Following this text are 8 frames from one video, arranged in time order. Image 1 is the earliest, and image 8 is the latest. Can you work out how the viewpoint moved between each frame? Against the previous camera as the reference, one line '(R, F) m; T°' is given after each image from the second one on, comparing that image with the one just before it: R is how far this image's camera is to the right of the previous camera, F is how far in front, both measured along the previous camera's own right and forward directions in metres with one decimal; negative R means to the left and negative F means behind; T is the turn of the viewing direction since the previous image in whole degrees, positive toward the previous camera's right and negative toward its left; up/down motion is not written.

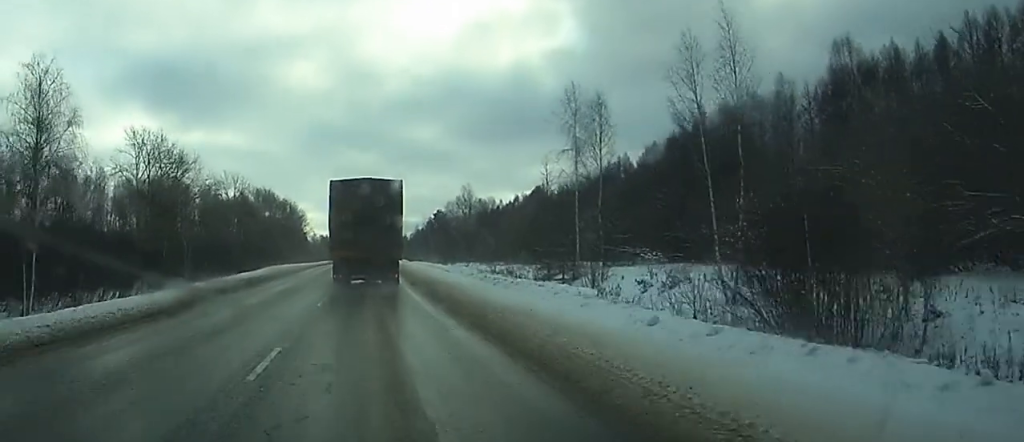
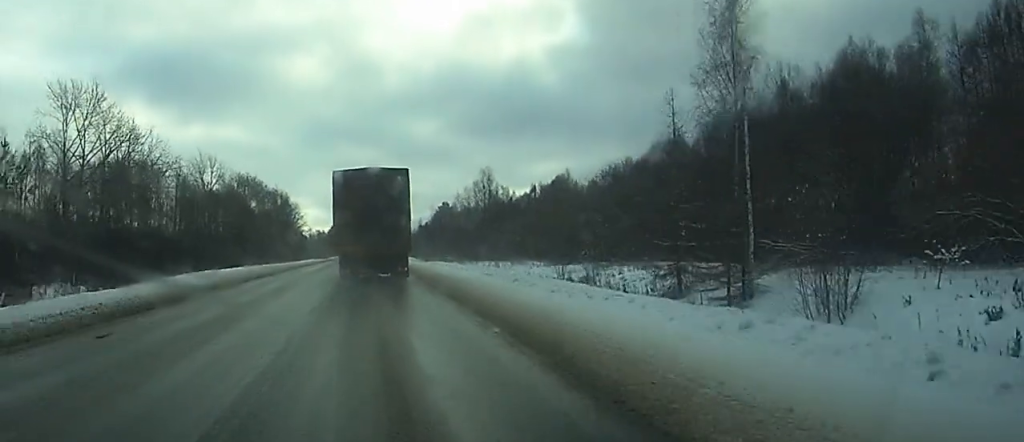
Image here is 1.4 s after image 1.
(0.0, +30.7) m; +1°
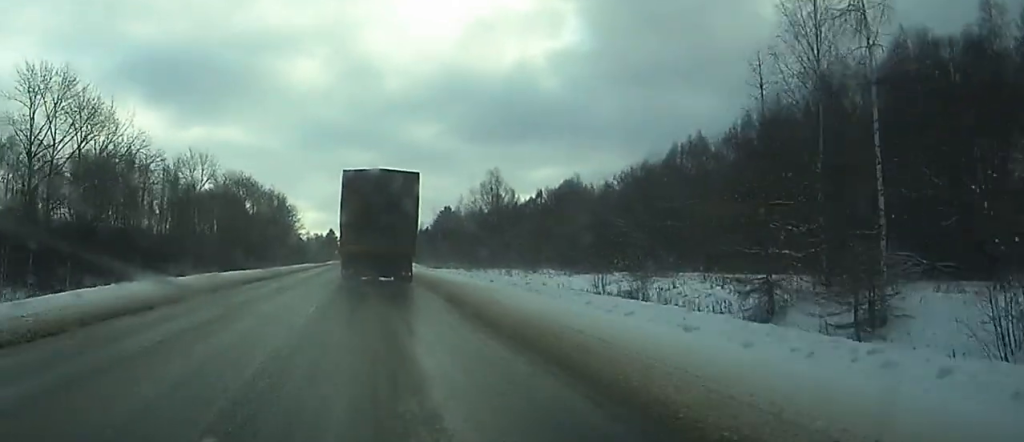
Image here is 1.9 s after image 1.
(0.0, +10.2) m; 0°
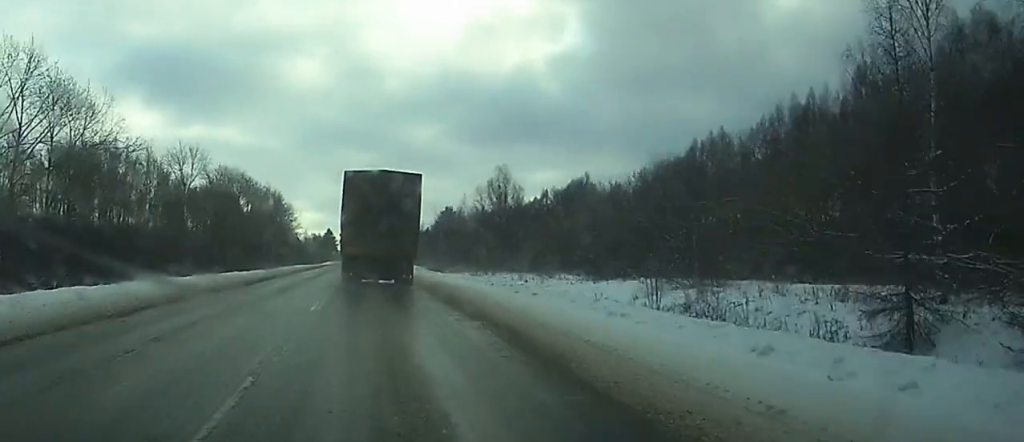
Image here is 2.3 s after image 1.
(0.0, +9.4) m; 0°
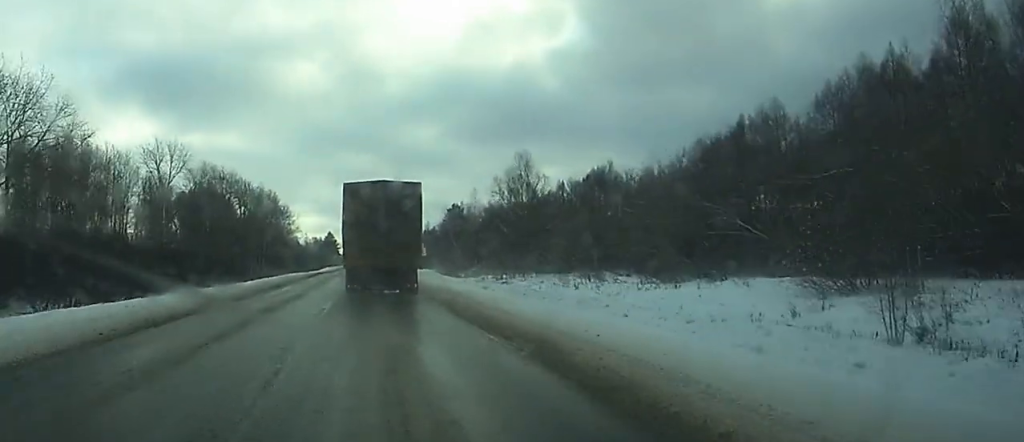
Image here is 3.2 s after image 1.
(0.0, +18.7) m; +1°
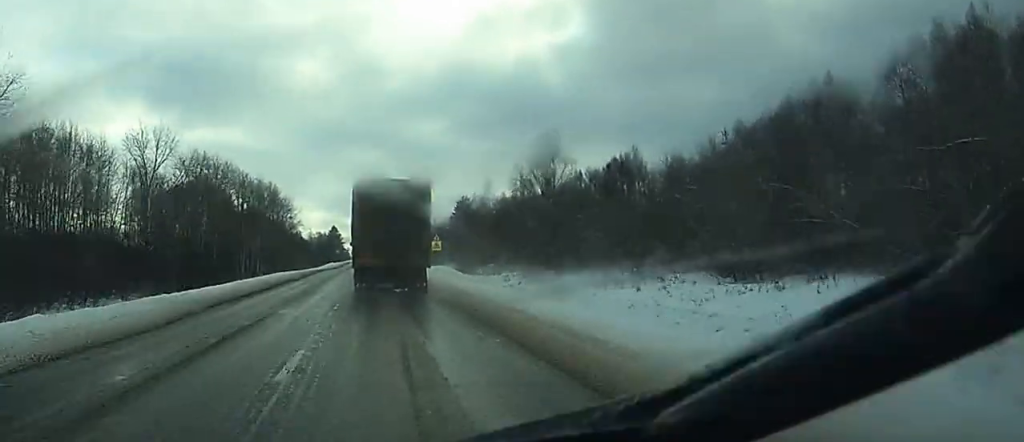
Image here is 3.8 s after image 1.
(+0.1, +13.6) m; 0°
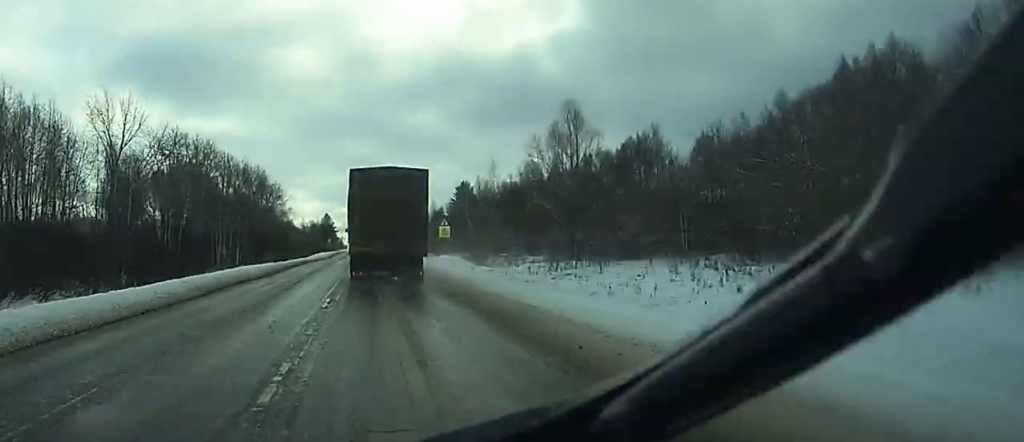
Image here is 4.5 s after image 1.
(+0.4, +15.0) m; -1°
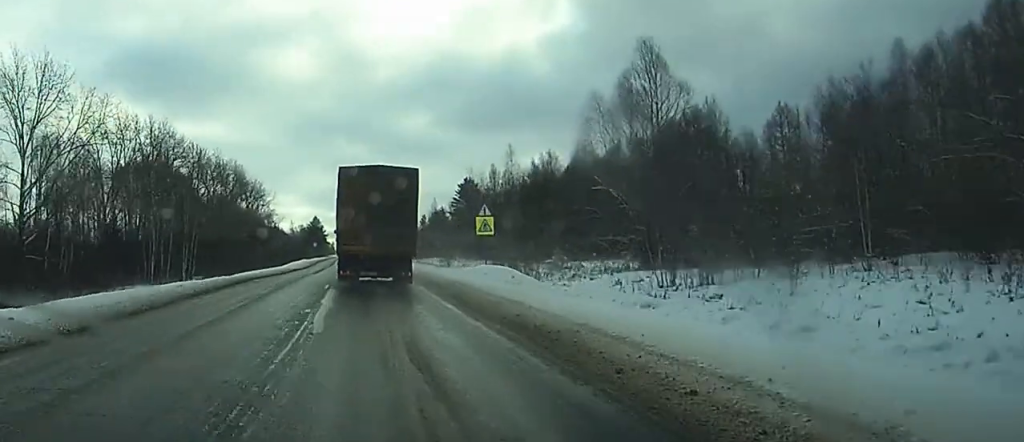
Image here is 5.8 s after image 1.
(-0.8, +28.3) m; 0°
